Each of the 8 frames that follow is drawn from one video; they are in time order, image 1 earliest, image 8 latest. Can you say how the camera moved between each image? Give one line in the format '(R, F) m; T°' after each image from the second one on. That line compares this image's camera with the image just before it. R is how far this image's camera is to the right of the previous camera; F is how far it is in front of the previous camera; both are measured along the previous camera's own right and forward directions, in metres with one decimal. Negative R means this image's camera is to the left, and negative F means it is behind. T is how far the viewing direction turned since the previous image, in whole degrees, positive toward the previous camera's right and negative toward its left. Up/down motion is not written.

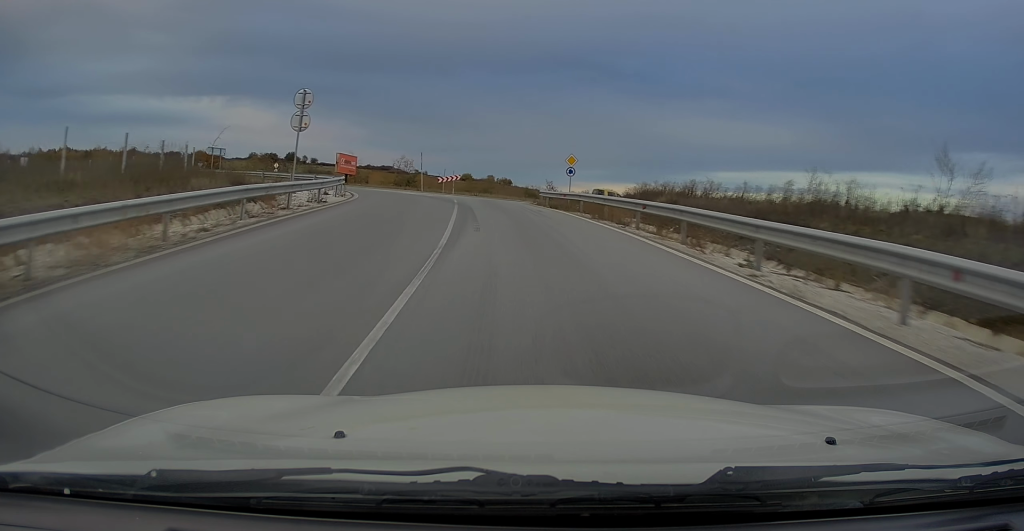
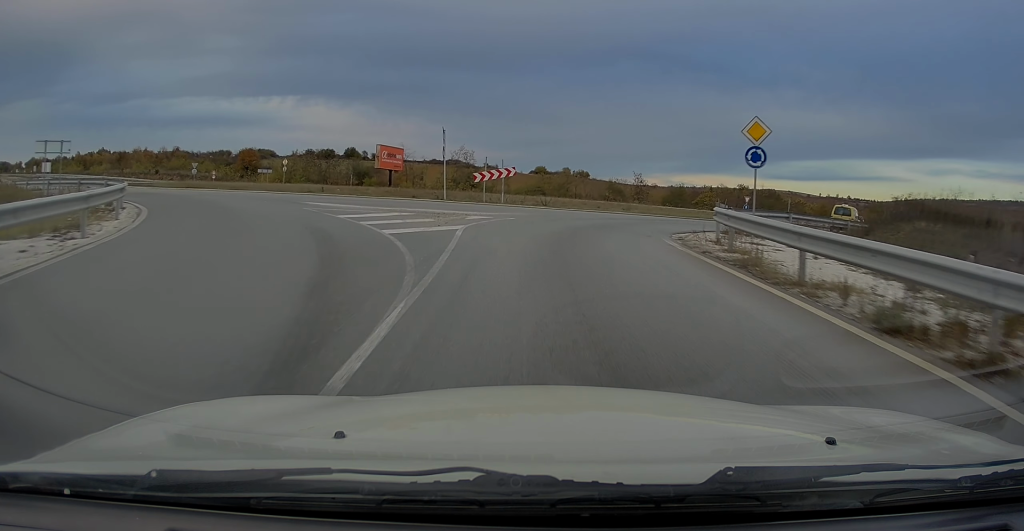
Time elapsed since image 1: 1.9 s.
(-1.6, +25.4) m; -4°
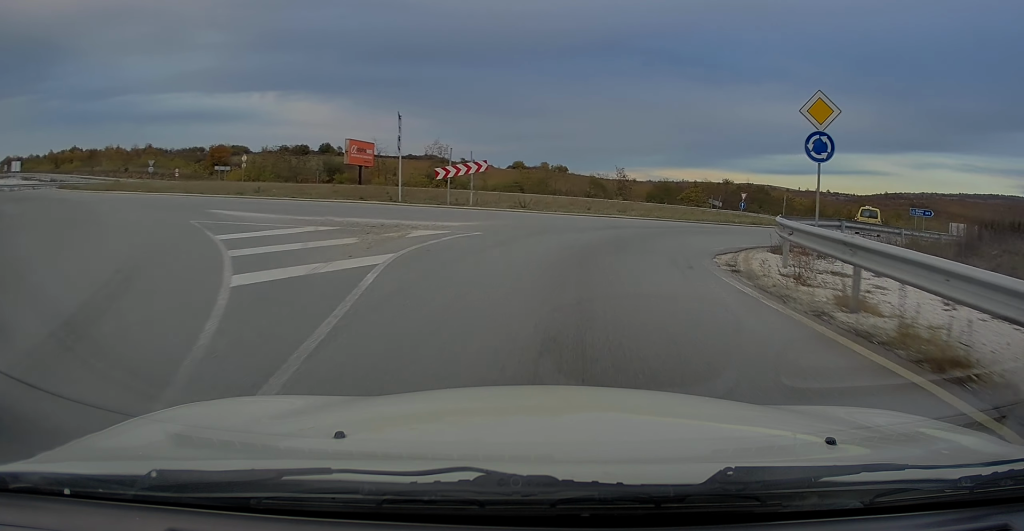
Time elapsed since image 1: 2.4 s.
(0.0, +6.1) m; +2°
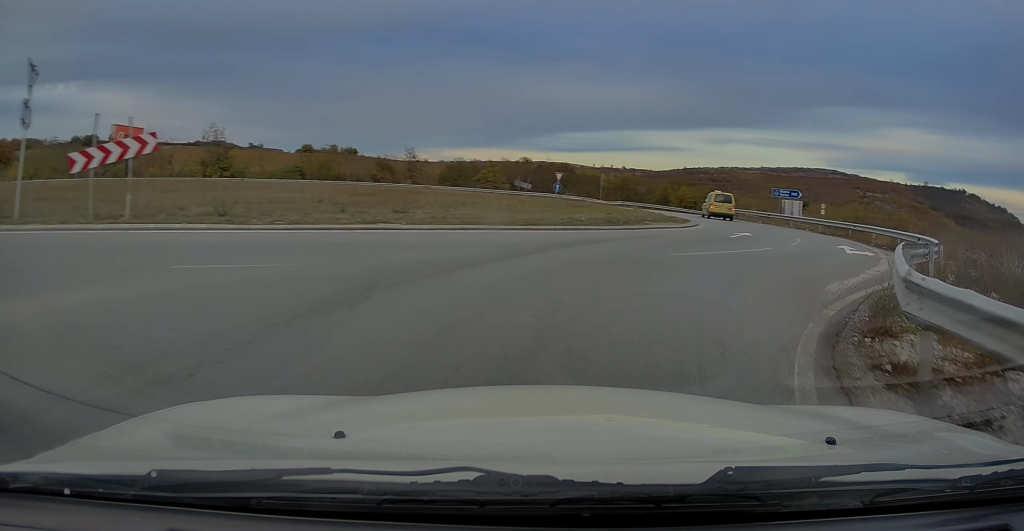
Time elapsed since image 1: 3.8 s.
(+1.0, +11.7) m; +15°
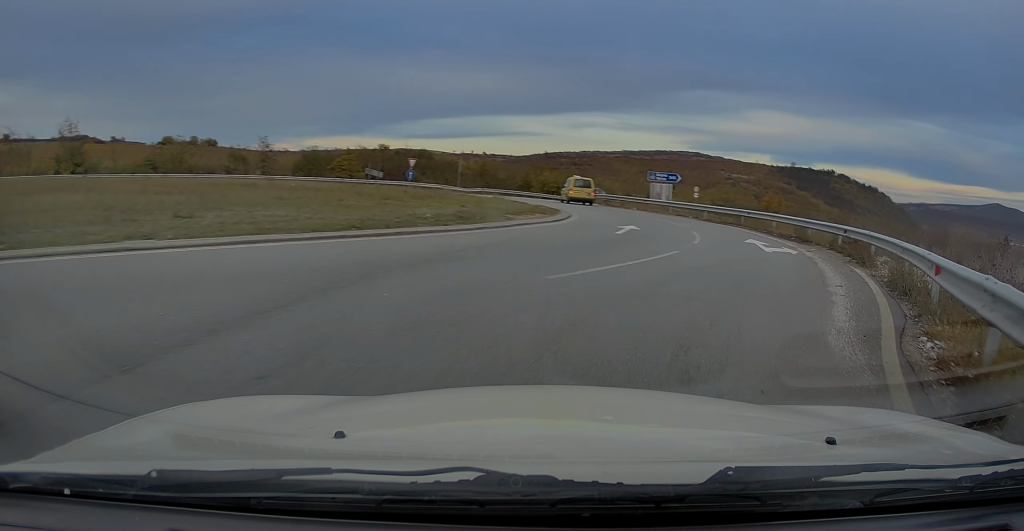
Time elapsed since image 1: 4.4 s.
(+0.4, +4.3) m; +10°
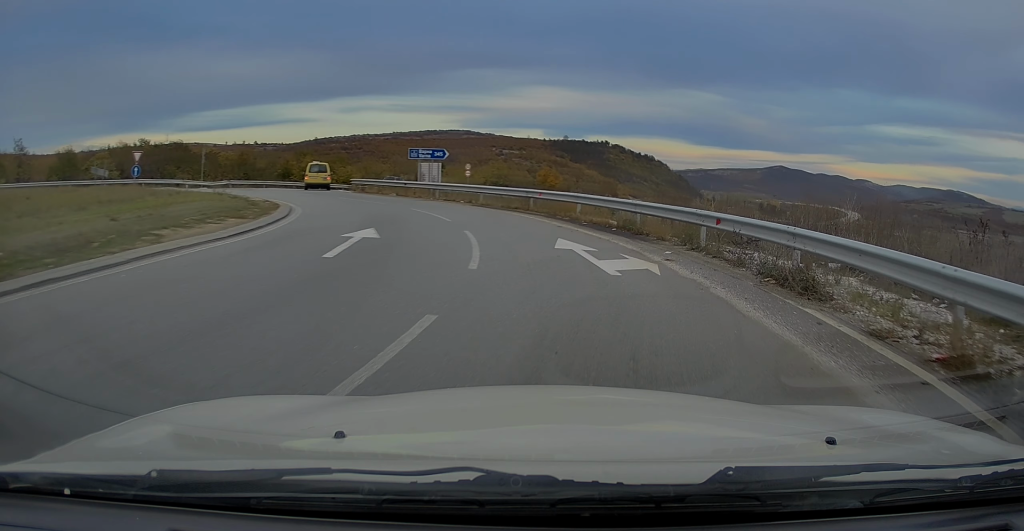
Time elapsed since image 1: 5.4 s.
(+1.1, +7.4) m; +16°
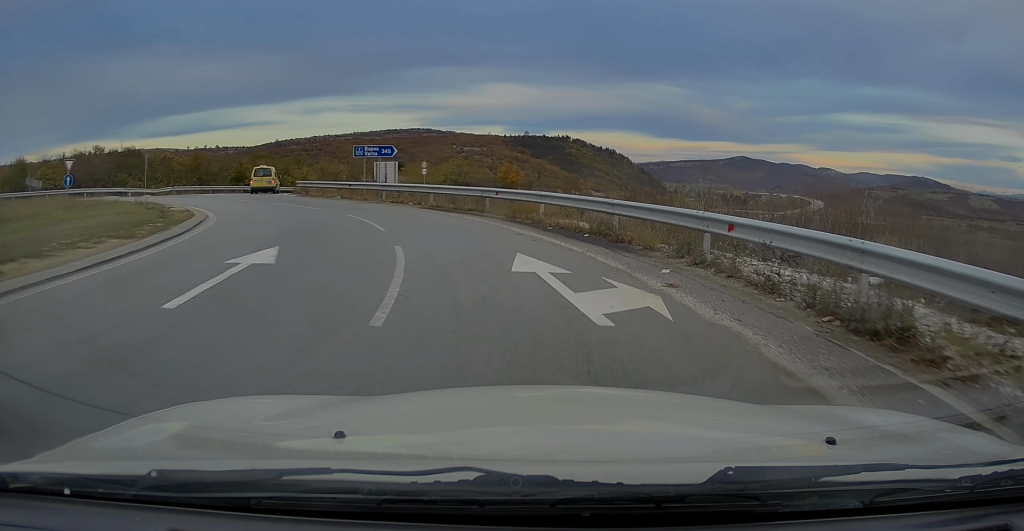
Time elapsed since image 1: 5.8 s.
(+0.2, +3.1) m; +2°
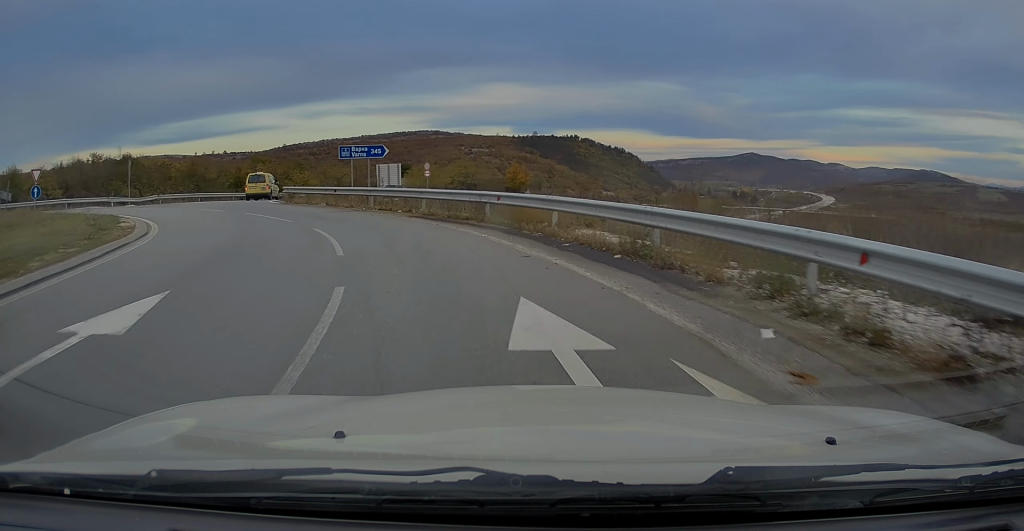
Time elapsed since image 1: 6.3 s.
(+0.5, +3.5) m; -2°
